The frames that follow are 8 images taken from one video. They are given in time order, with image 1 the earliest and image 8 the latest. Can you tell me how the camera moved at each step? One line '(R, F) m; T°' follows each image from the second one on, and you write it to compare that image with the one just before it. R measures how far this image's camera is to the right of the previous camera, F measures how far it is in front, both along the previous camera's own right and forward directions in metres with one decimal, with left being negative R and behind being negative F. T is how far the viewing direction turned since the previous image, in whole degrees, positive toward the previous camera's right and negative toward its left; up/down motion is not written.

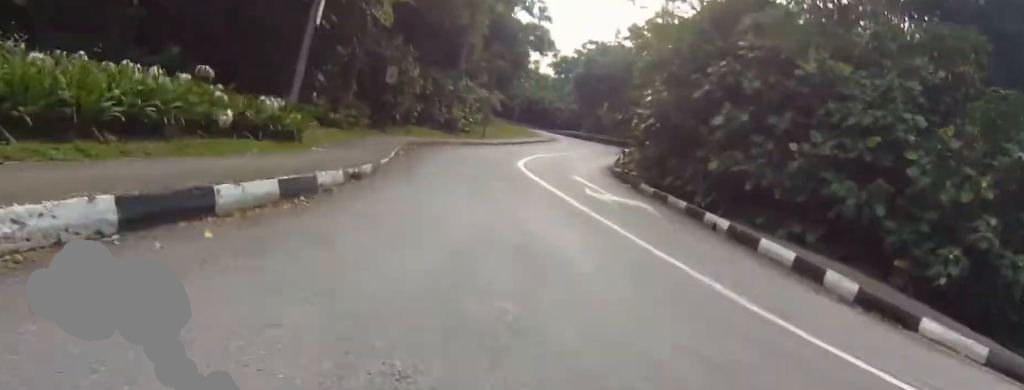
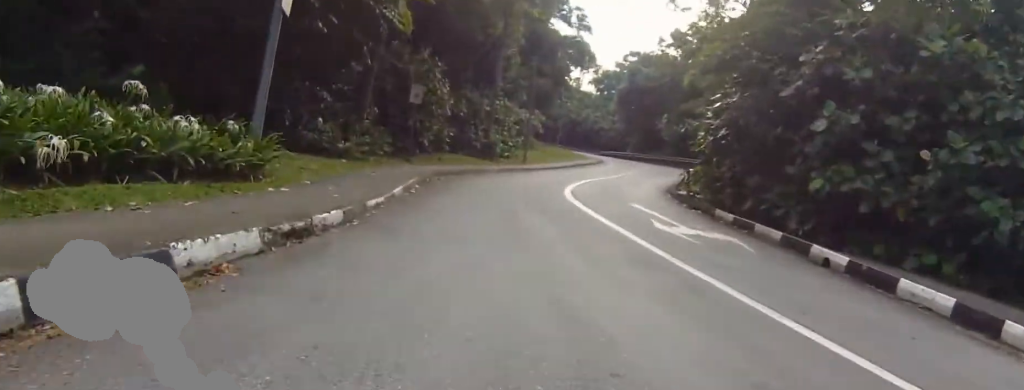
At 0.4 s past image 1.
(+0.4, +4.3) m; -4°
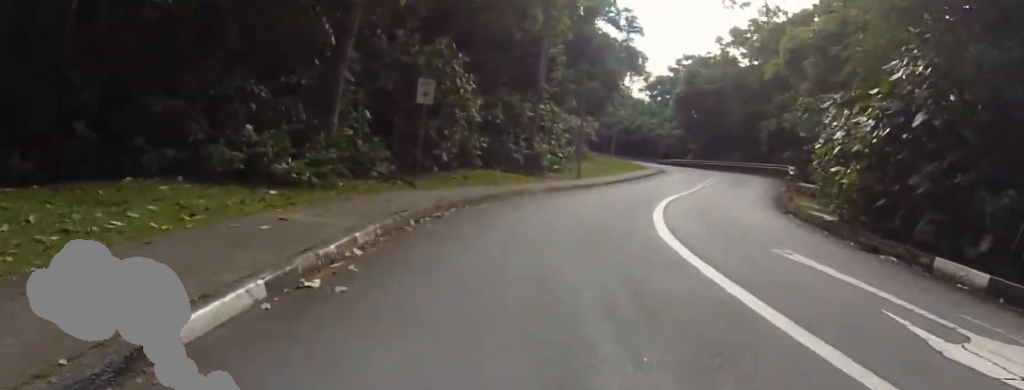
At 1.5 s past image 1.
(-1.2, +9.9) m; -10°
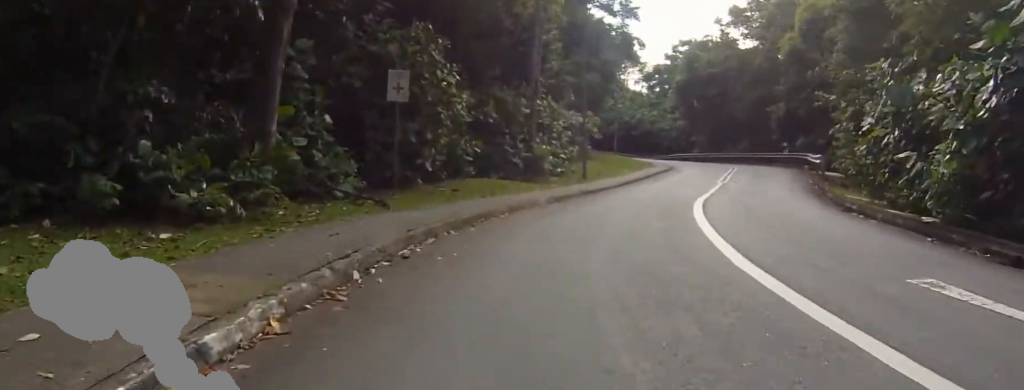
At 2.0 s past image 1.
(-0.3, +4.7) m; -4°
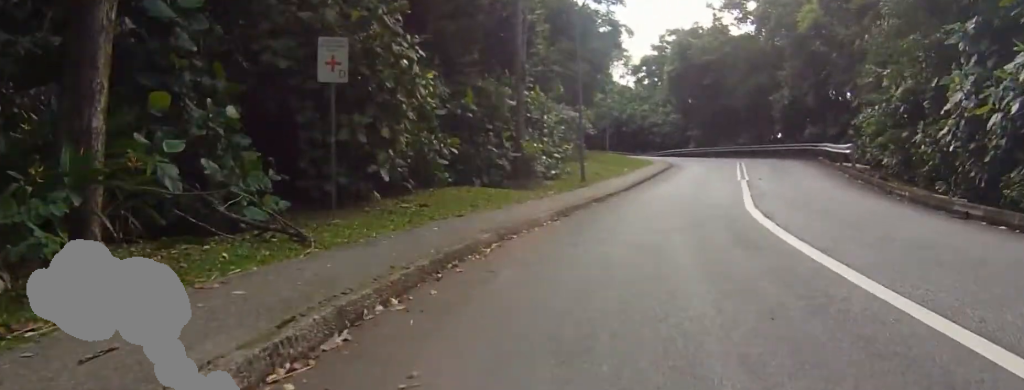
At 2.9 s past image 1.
(+0.2, +5.3) m; 0°
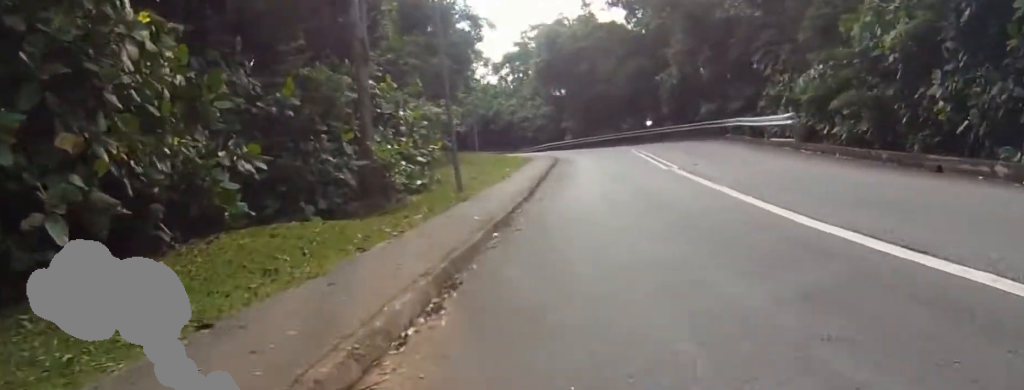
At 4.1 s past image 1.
(-0.4, +7.7) m; -7°
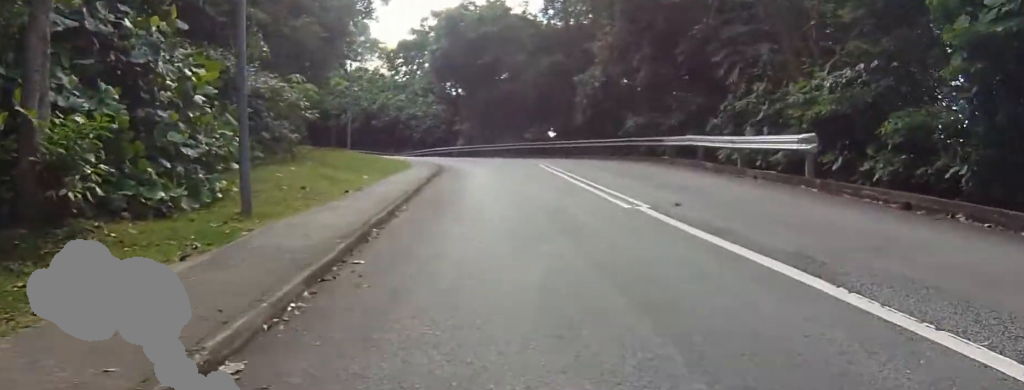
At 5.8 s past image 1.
(-2.3, +12.8) m; -19°
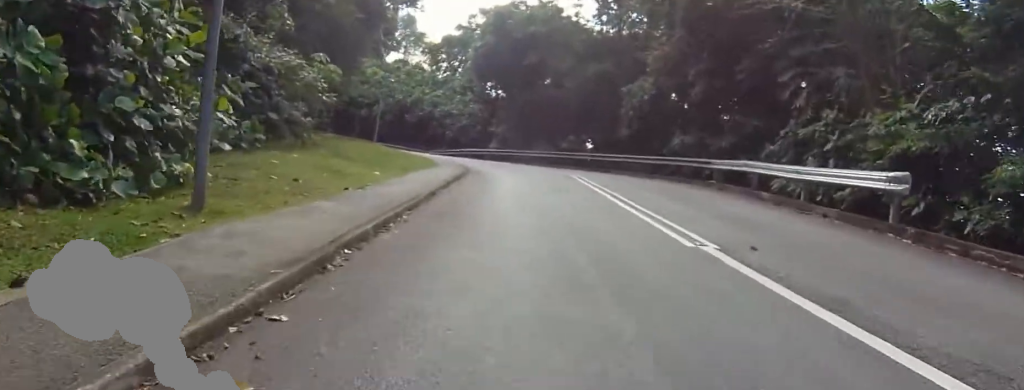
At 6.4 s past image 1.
(+0.1, +4.0) m; +6°
